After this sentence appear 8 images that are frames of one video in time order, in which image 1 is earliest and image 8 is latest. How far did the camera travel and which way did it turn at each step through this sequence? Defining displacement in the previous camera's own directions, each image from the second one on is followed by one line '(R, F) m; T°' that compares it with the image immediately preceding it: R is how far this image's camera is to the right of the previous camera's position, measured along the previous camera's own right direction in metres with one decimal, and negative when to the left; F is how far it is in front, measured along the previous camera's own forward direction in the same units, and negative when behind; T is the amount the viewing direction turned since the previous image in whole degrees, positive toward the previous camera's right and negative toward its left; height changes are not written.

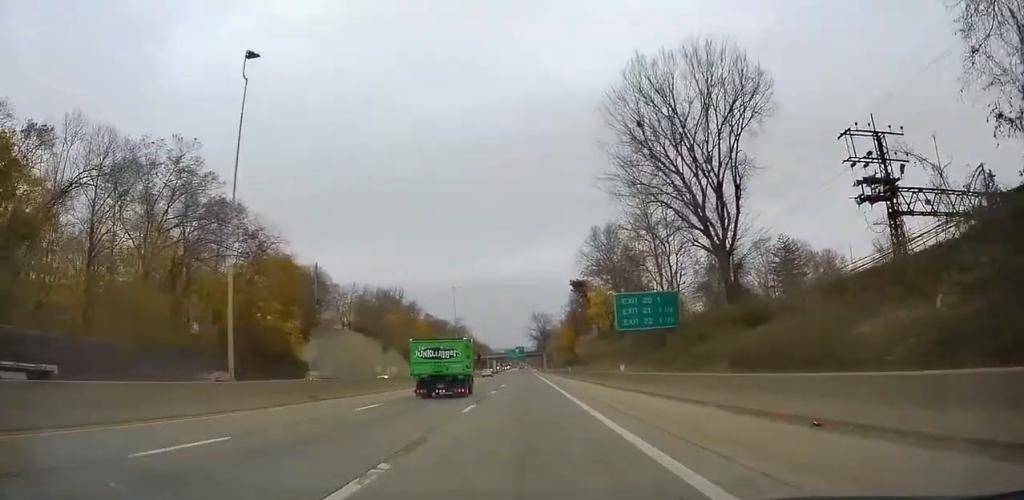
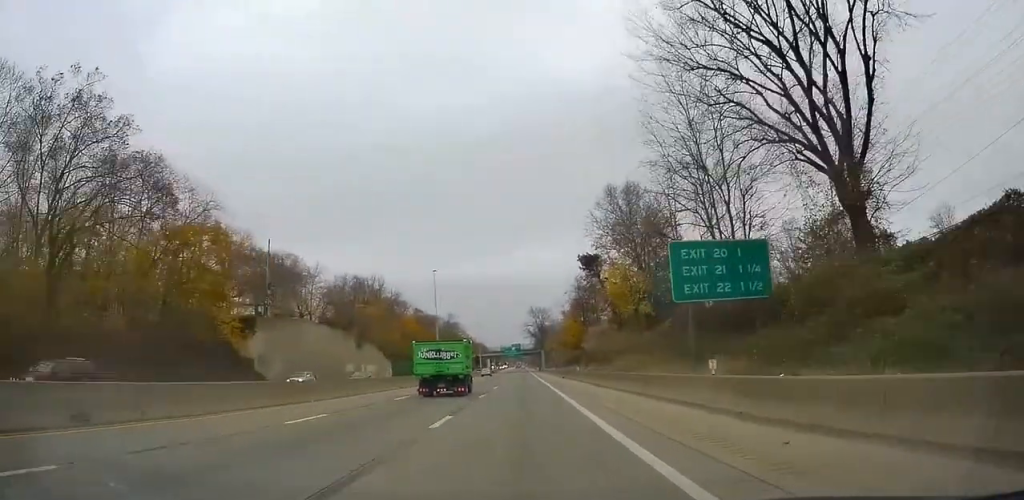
(+0.1, +16.5) m; +1°
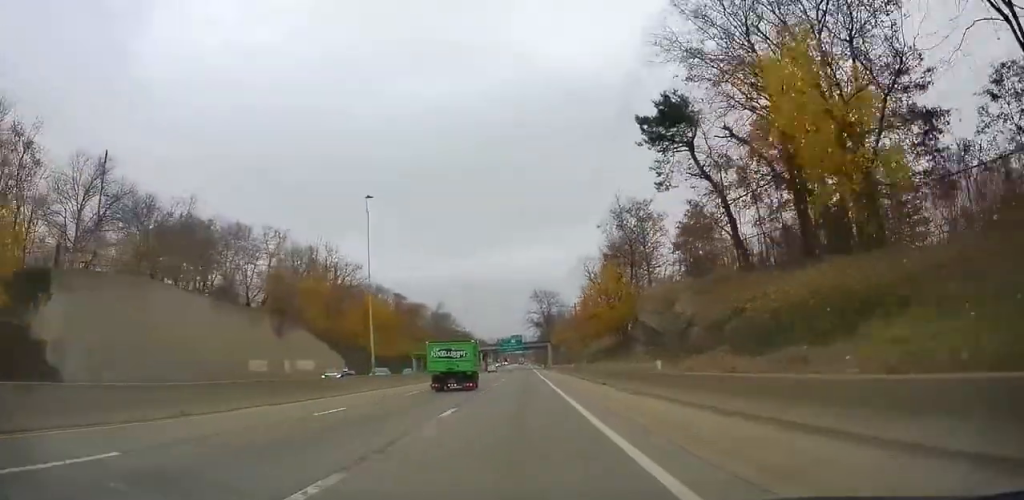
(+0.7, +33.5) m; +1°
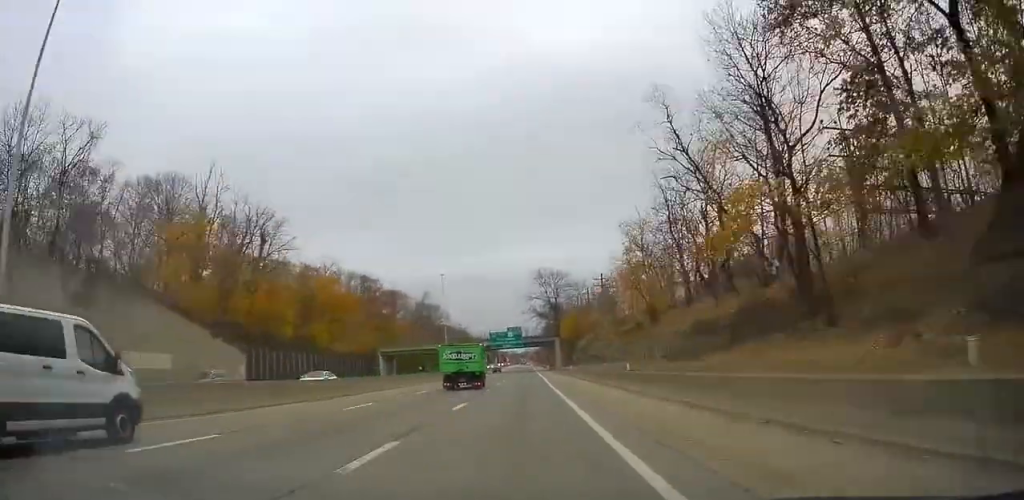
(-0.3, +33.7) m; -1°
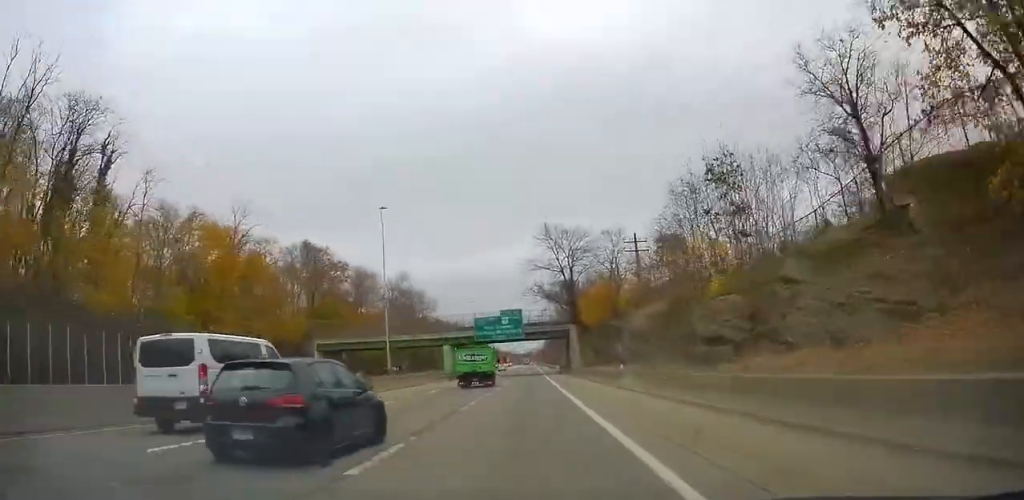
(0.0, +35.7) m; 0°
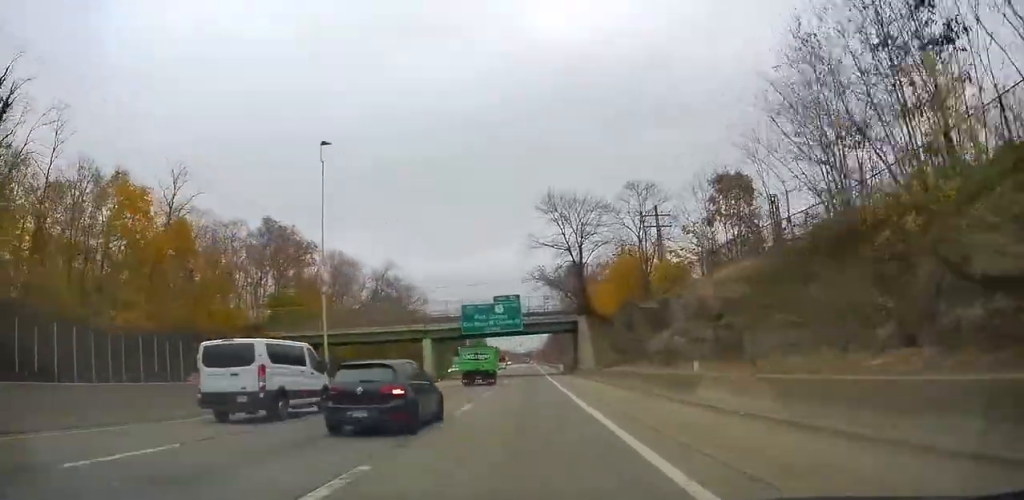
(0.0, +14.4) m; 0°
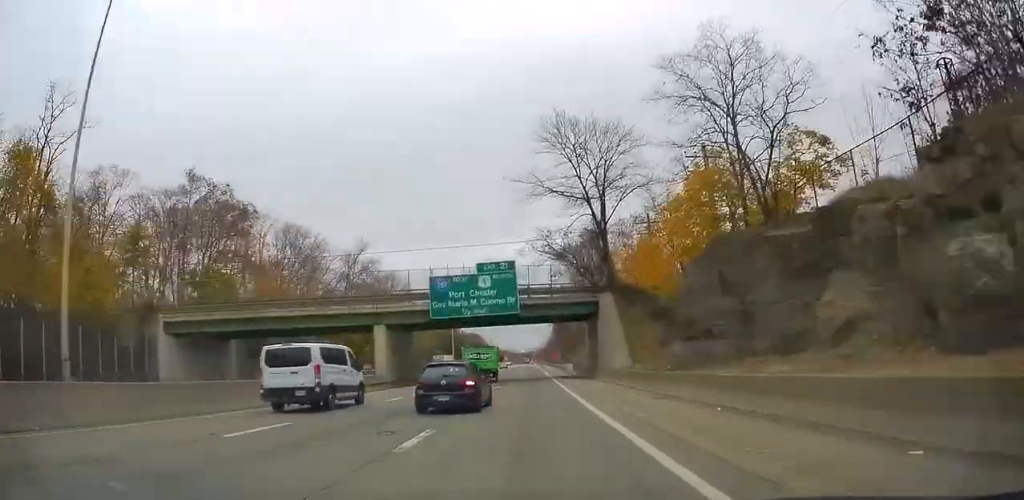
(-0.1, +20.1) m; 0°
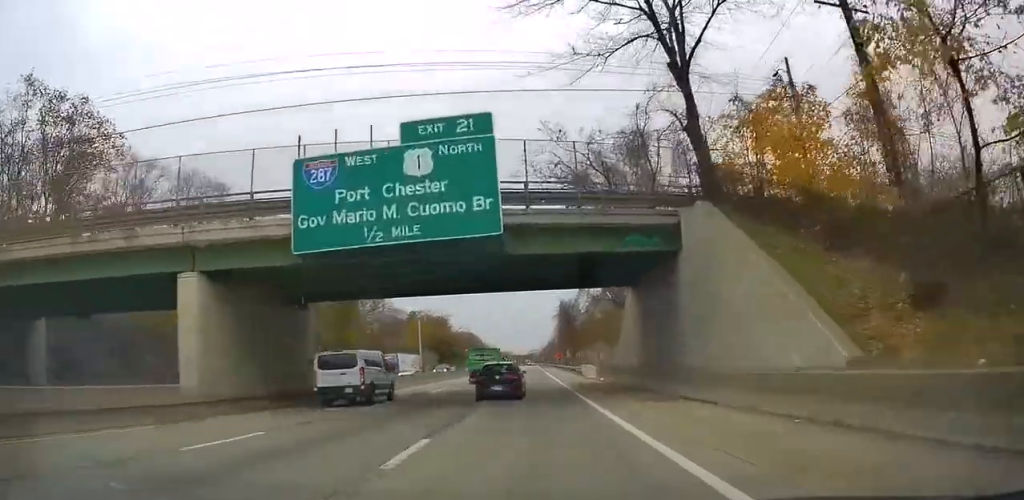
(+0.1, +25.4) m; 0°
